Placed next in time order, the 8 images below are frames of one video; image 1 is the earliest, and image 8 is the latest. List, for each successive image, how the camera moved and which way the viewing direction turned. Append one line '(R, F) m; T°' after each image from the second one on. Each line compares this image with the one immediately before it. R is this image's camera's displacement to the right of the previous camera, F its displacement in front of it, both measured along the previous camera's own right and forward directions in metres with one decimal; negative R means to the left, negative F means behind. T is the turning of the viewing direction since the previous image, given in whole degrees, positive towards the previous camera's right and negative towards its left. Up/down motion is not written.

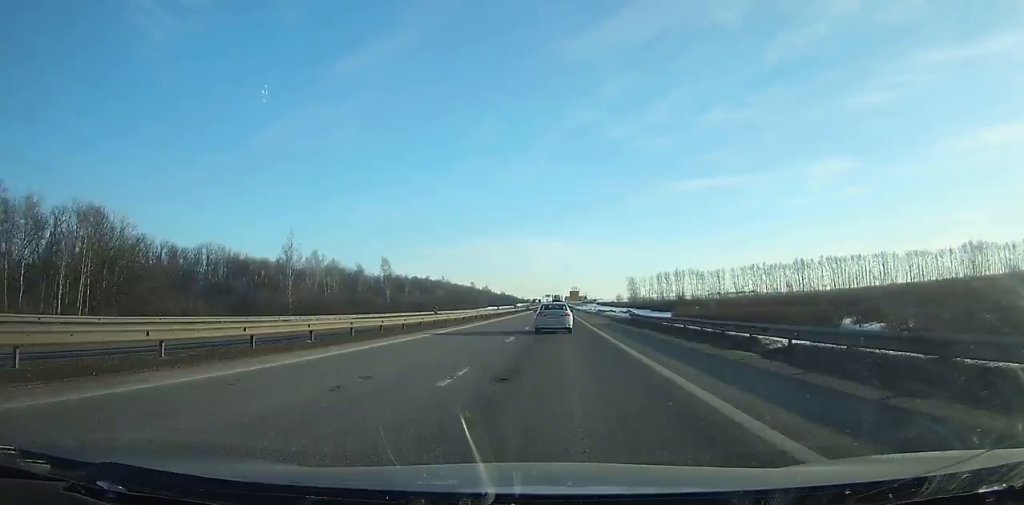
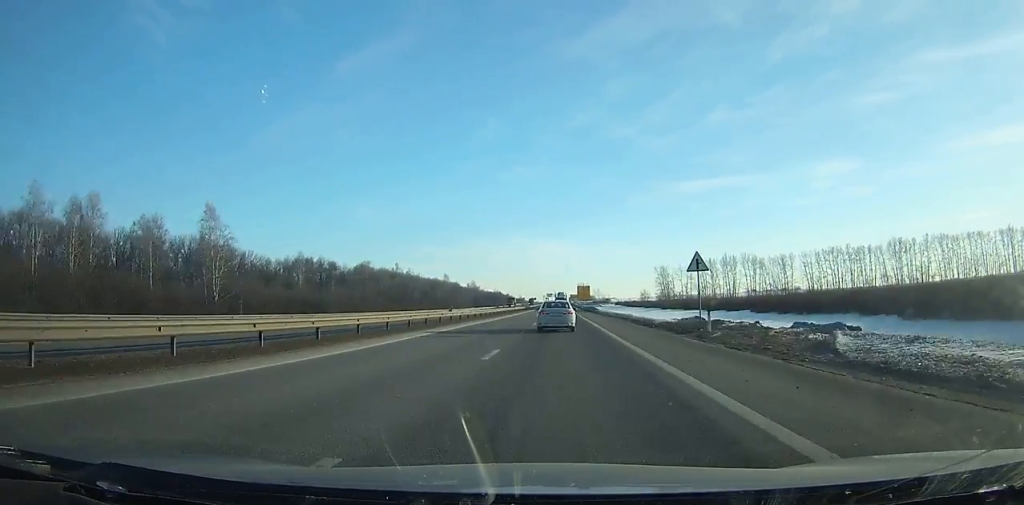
(+0.1, +116.2) m; 0°
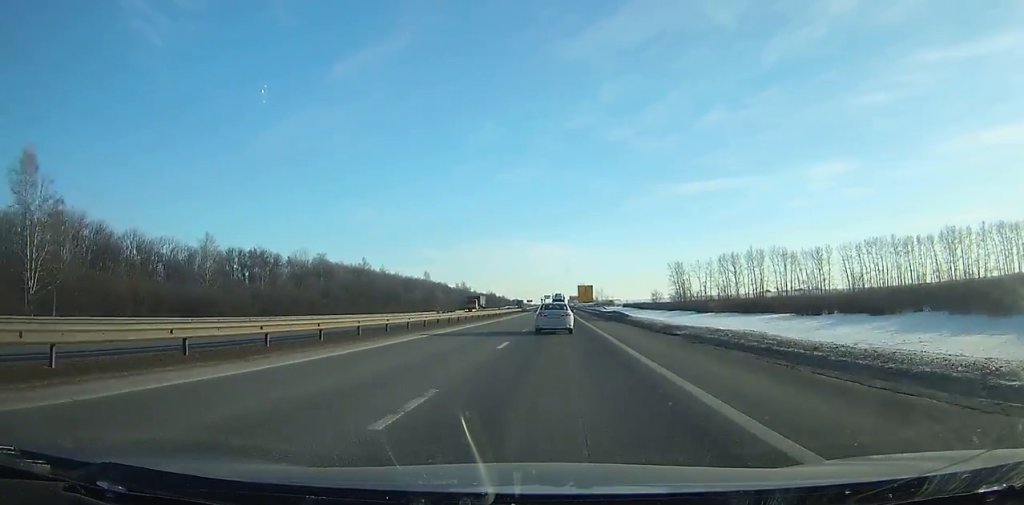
(0.0, +44.0) m; 0°
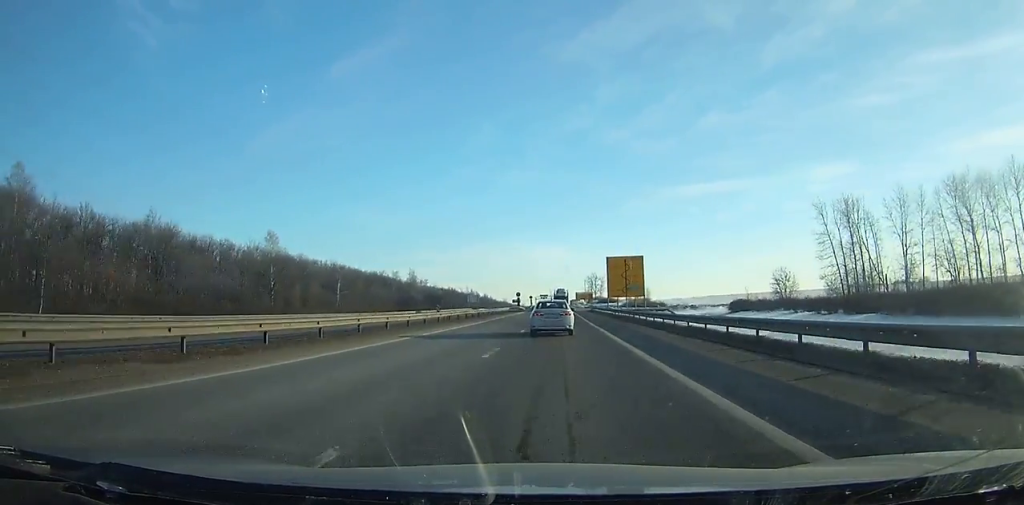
(+0.2, +156.3) m; 0°
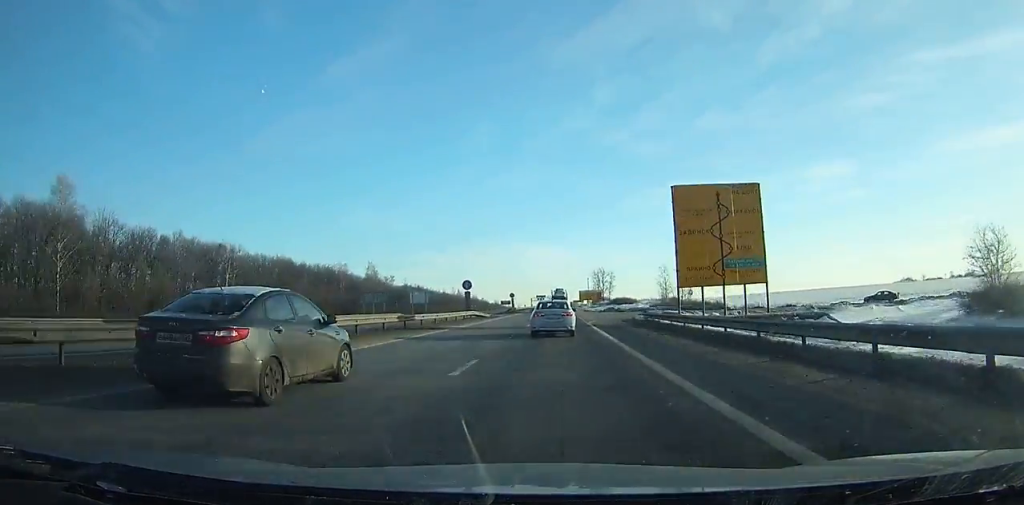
(-0.2, +62.1) m; 0°
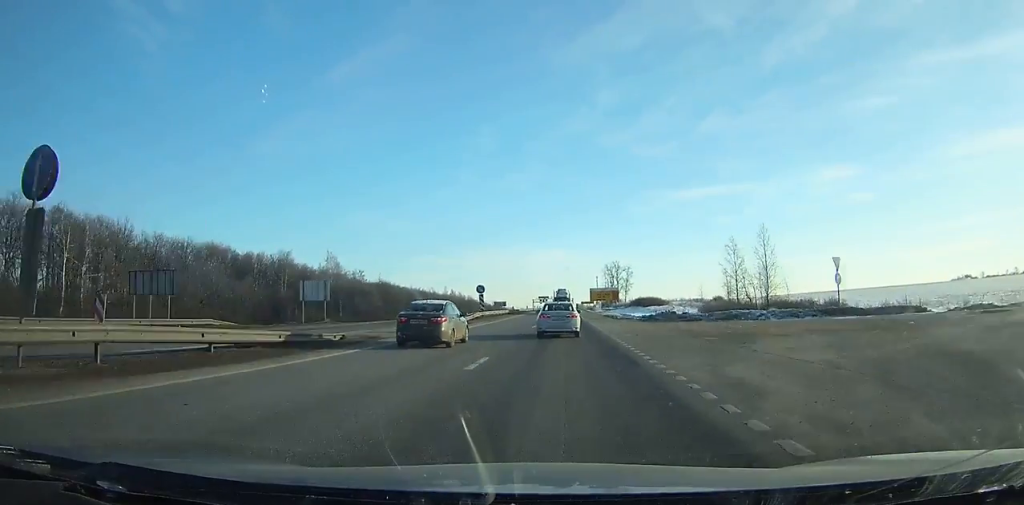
(0.0, +46.2) m; 0°
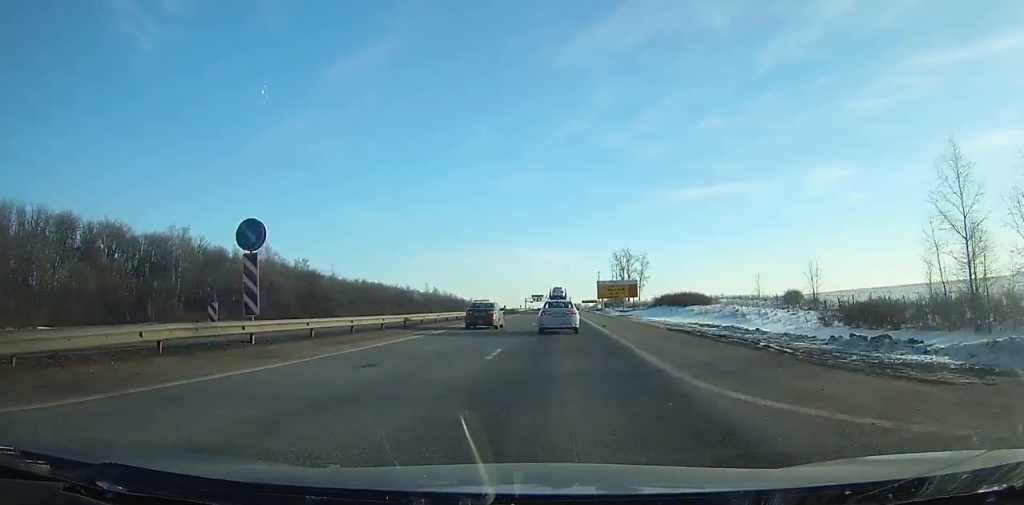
(0.0, +45.5) m; 0°
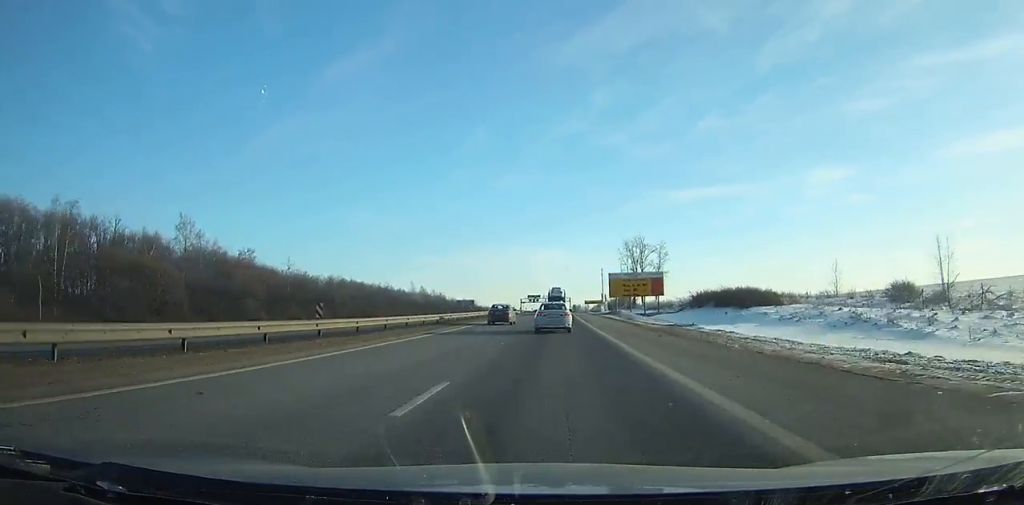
(0.0, +31.3) m; 0°
